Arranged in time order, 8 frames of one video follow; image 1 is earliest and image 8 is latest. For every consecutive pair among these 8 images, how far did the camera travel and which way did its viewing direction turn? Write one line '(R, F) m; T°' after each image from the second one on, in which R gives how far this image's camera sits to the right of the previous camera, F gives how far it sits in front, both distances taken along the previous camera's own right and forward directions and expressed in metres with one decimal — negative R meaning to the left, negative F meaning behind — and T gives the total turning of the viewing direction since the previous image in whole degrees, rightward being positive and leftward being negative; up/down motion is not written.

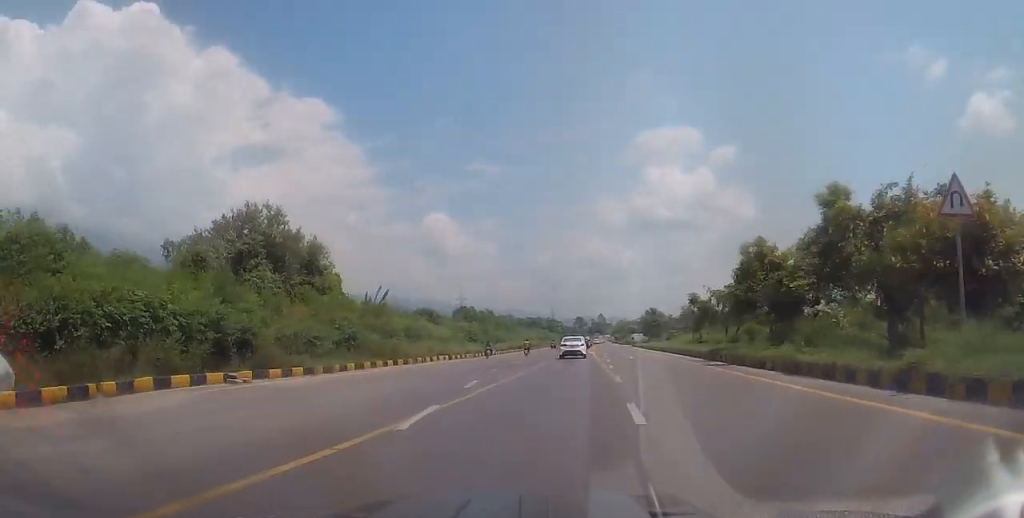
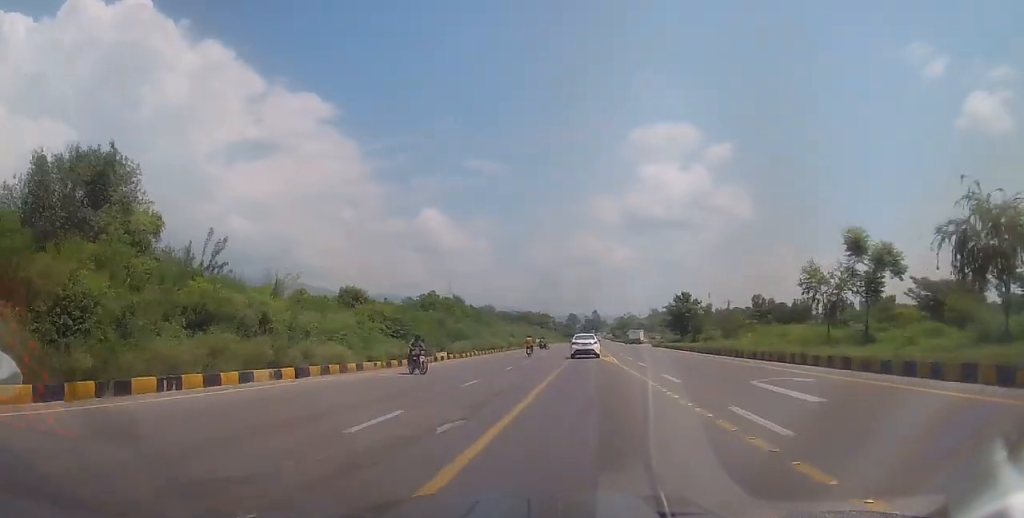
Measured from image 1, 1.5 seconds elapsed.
(+0.3, +28.4) m; +1°
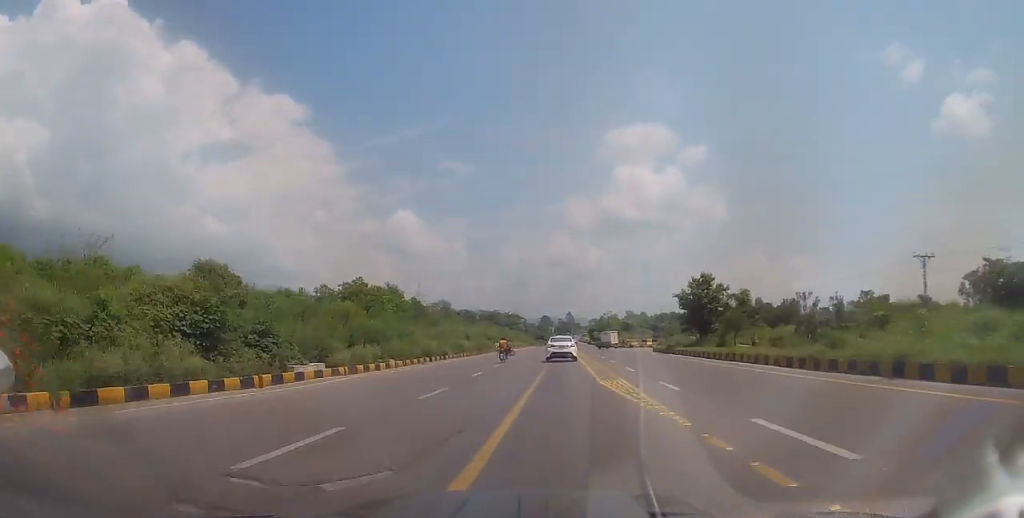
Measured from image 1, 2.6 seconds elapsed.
(+0.2, +20.1) m; +1°
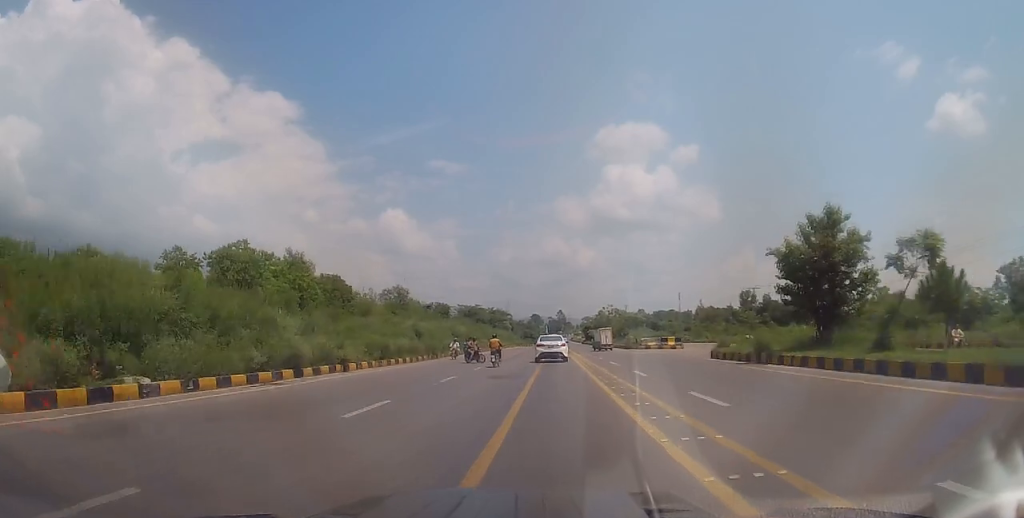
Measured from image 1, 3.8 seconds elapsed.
(+0.3, +22.4) m; +1°
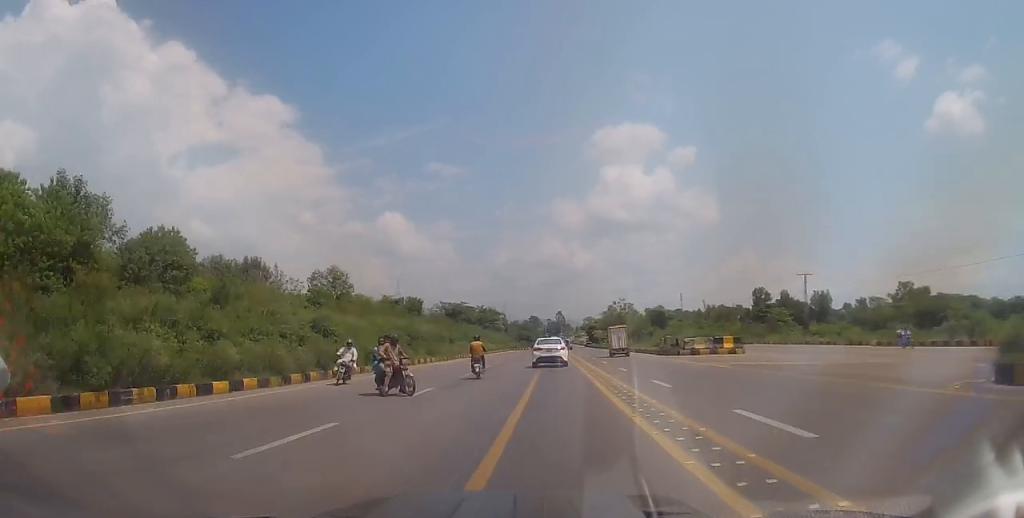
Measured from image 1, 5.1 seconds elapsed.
(0.0, +21.3) m; 0°
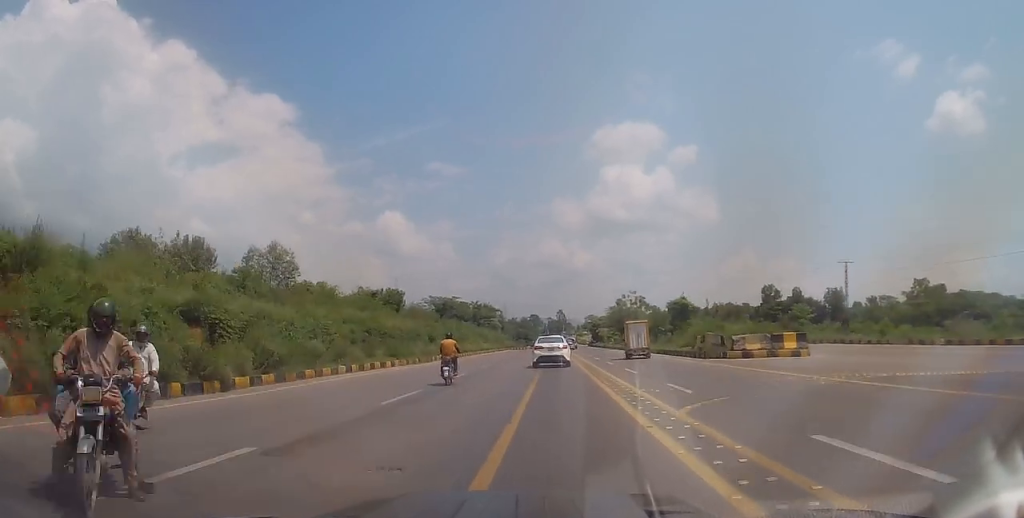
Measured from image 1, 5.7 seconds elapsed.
(0.0, +11.4) m; 0°
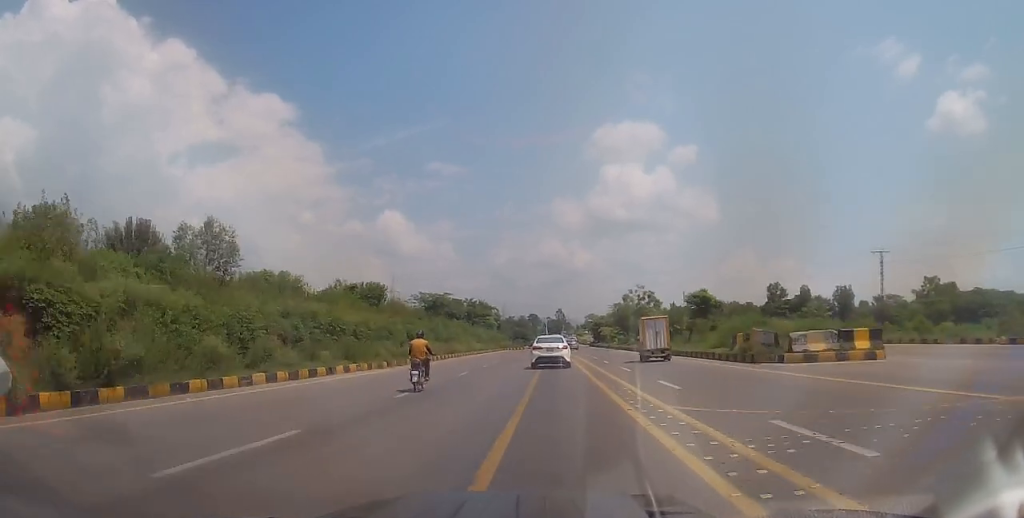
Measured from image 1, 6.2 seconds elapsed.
(0.0, +8.0) m; 0°
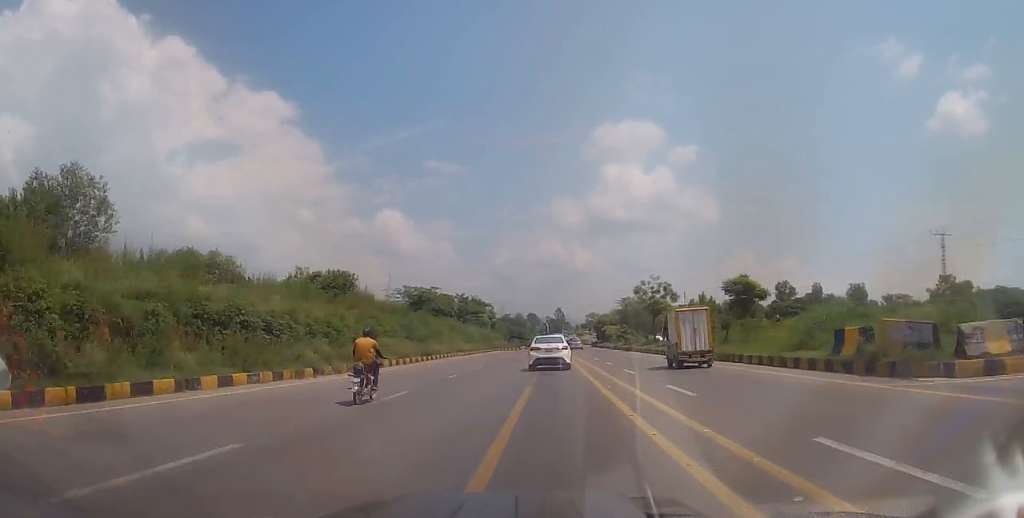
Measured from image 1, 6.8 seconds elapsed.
(0.0, +10.8) m; -1°
